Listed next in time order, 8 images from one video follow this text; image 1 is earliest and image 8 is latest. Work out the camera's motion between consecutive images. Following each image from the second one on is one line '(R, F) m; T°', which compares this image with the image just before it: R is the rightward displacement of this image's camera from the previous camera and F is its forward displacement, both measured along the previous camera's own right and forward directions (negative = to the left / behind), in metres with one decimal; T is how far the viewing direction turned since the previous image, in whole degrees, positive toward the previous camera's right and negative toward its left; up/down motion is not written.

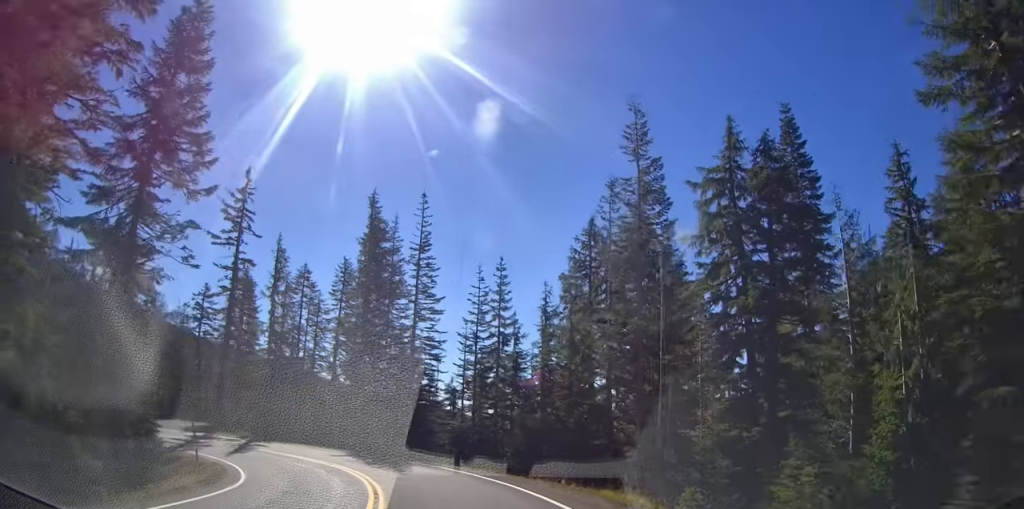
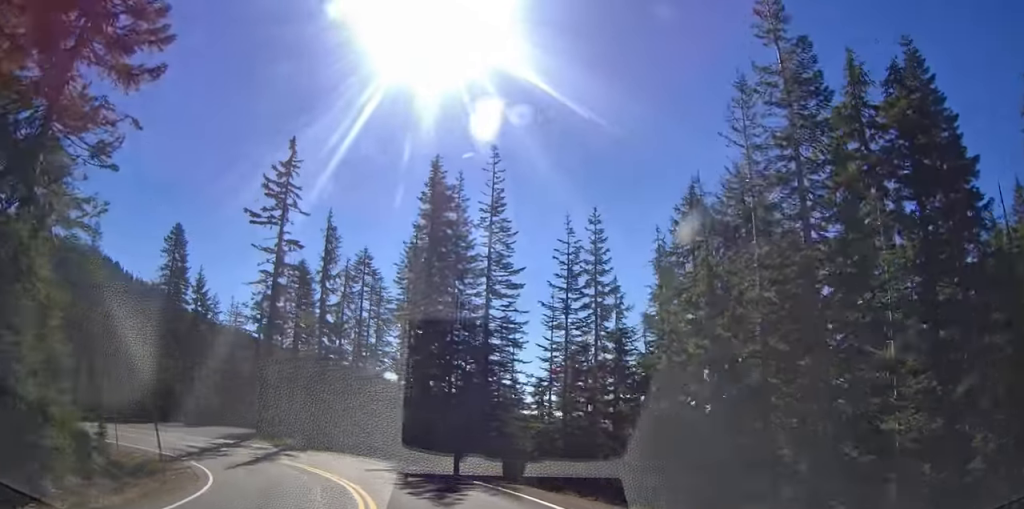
(-1.2, +8.4) m; -9°
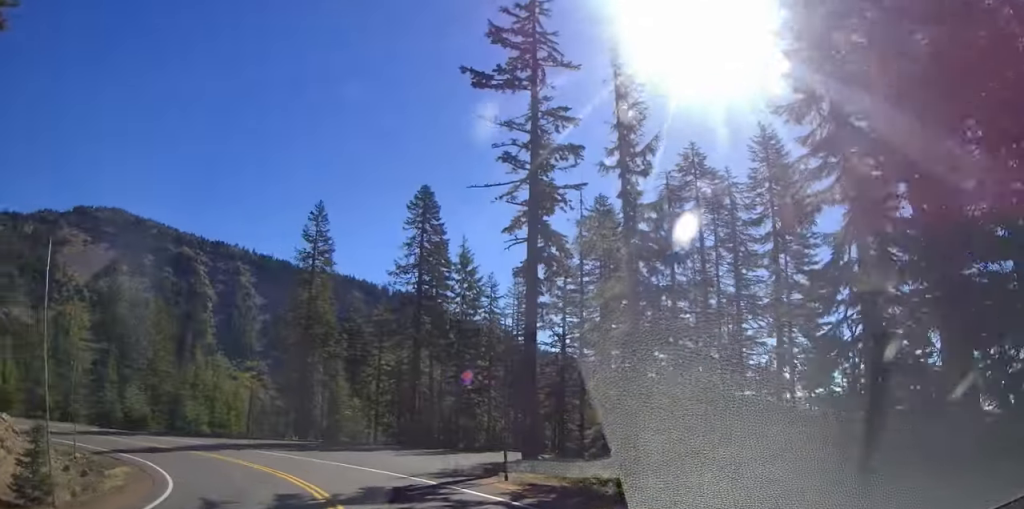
(-0.6, +22.8) m; -6°
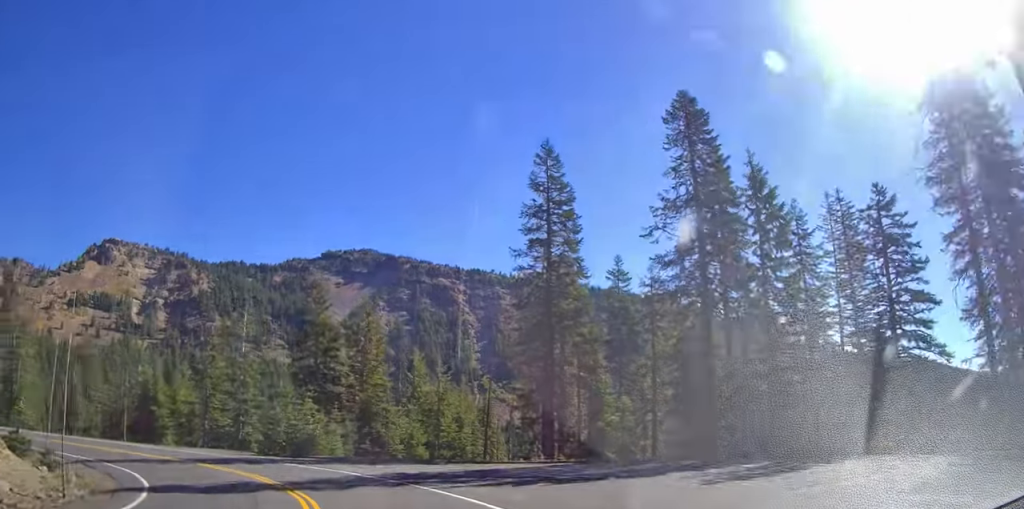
(-4.5, +12.5) m; -49°
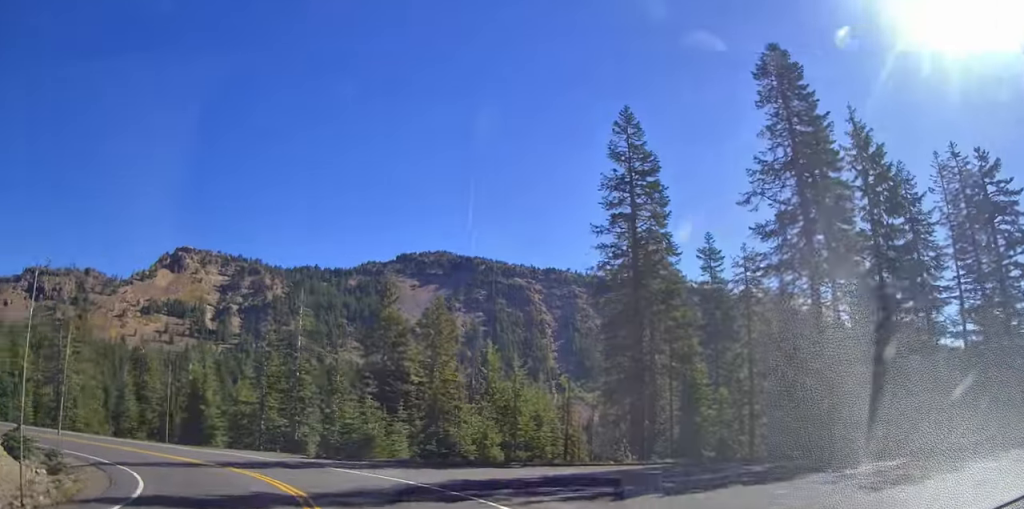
(-0.5, +4.0) m; -15°
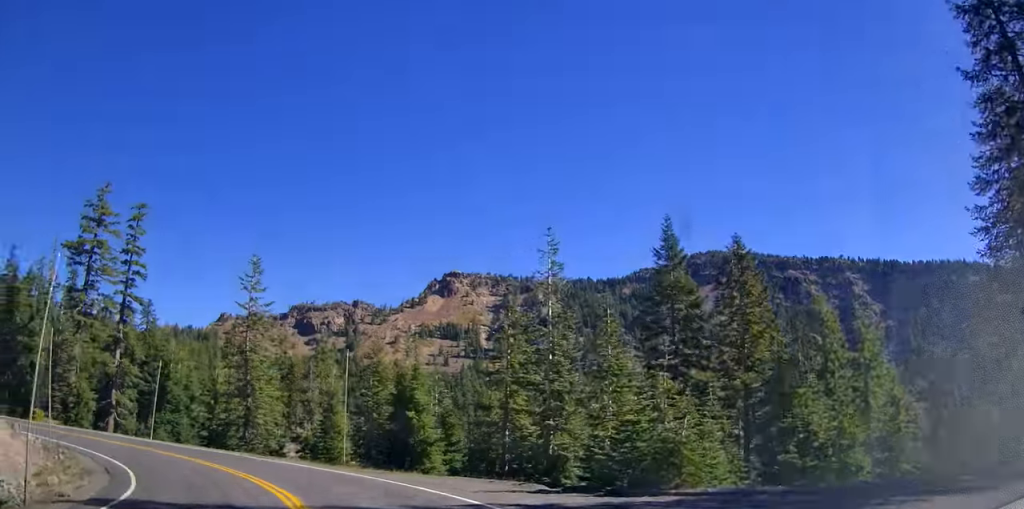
(-2.3, +13.5) m; -13°
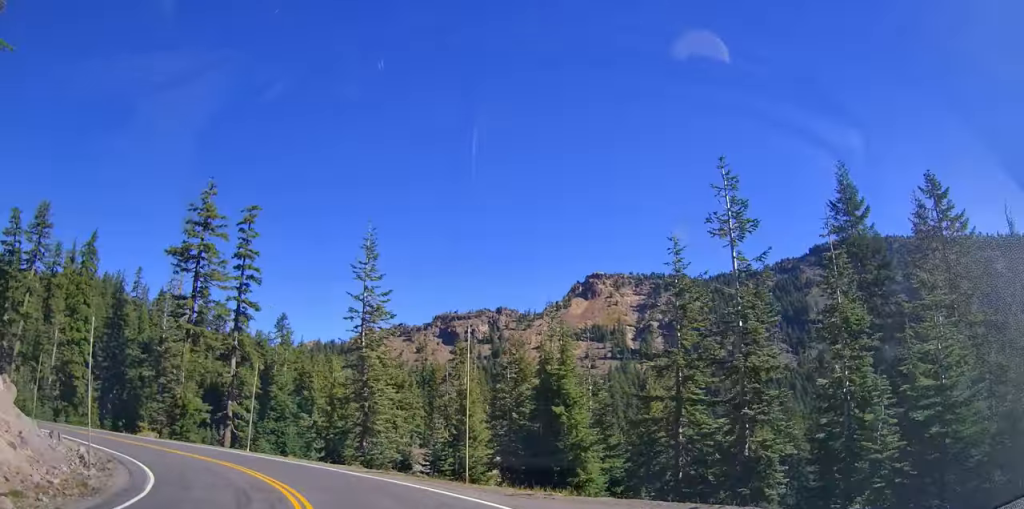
(0.0, +6.2) m; -9°
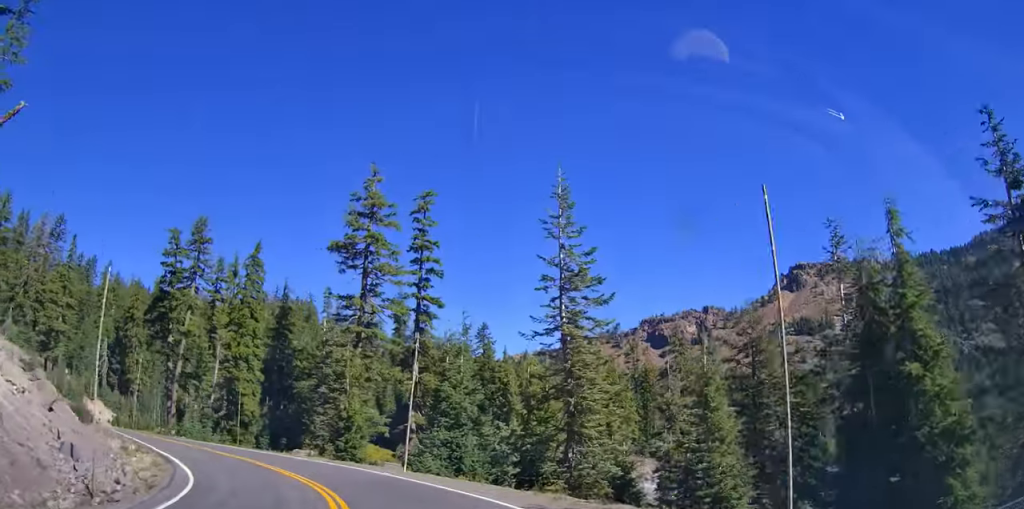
(-1.8, +7.1) m; -36°
